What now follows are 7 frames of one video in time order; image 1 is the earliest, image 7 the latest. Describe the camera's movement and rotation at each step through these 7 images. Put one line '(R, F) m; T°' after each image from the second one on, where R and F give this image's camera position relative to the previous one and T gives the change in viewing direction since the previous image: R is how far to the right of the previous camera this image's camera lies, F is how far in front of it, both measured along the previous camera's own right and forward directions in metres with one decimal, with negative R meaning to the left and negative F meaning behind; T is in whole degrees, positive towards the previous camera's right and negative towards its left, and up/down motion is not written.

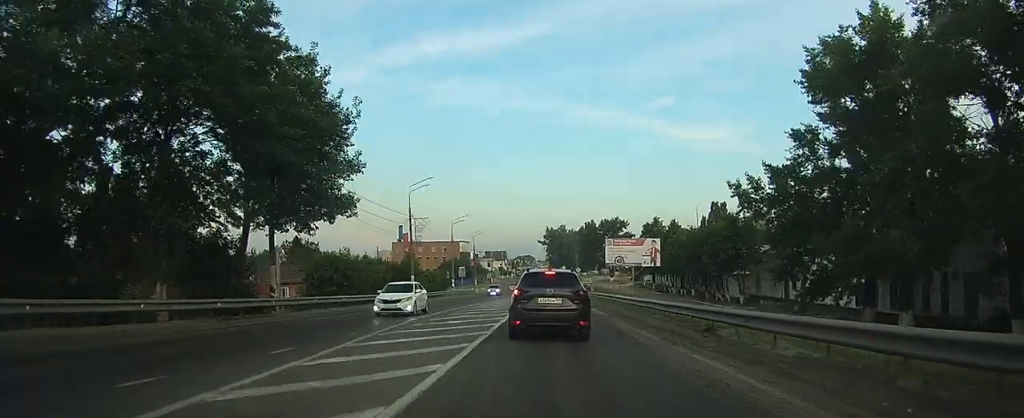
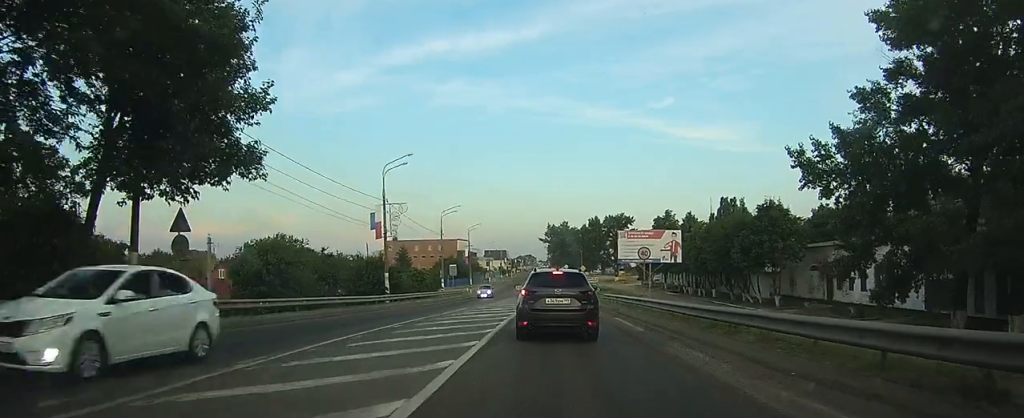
(0.0, +15.0) m; 0°
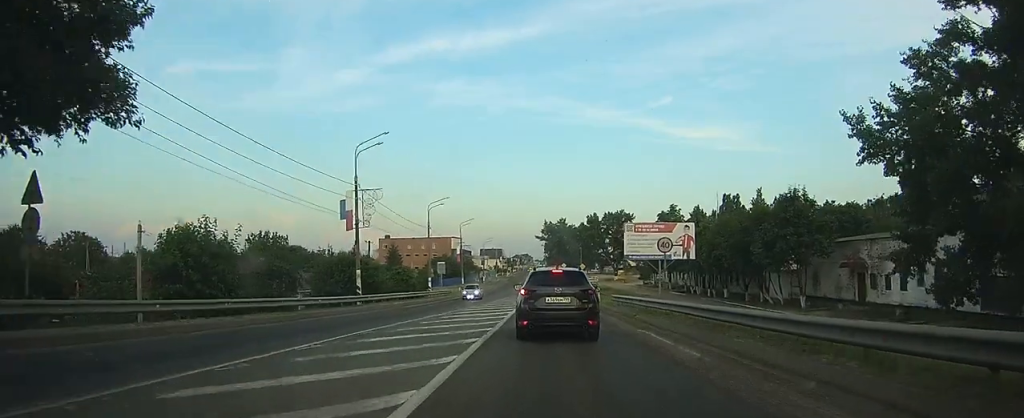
(0.0, +8.7) m; 0°
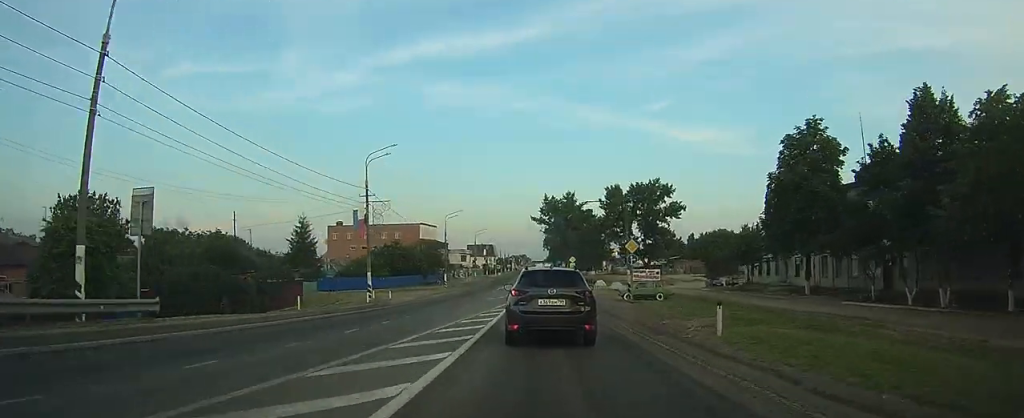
(+0.1, +27.6) m; 0°
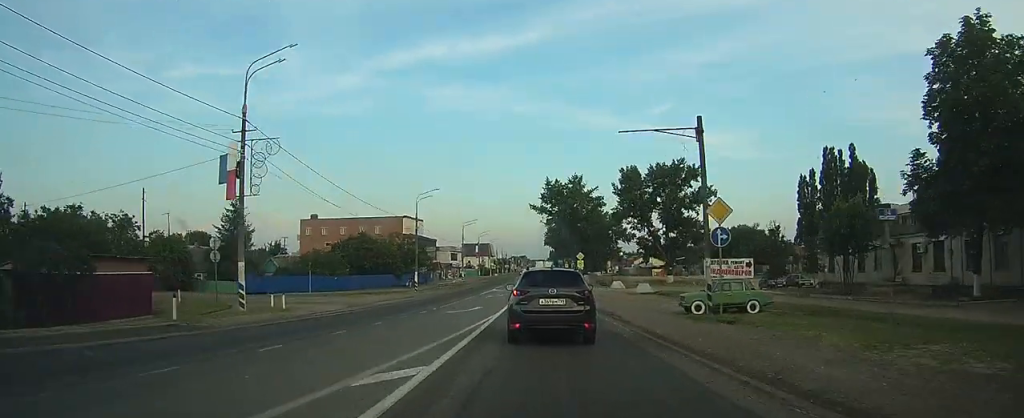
(+0.1, +20.4) m; 0°
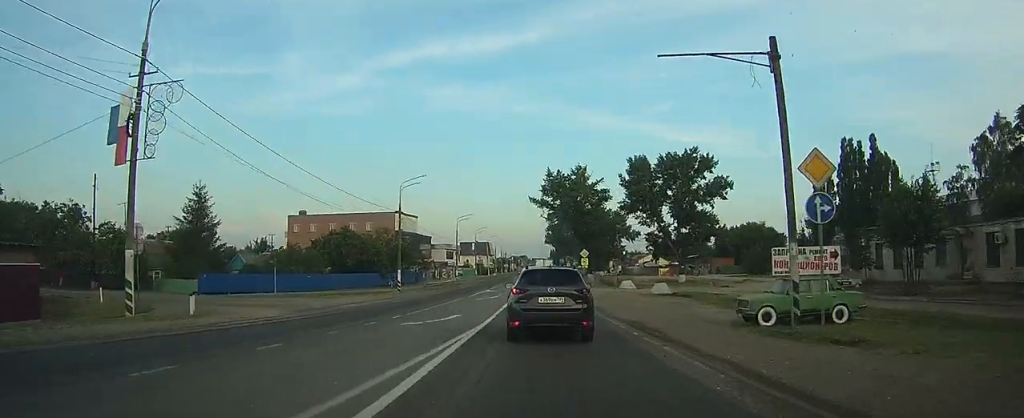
(0.0, +7.5) m; 0°
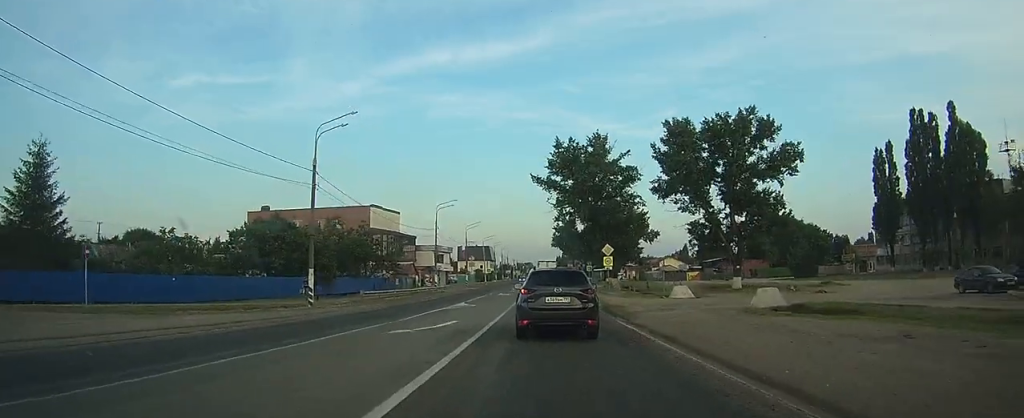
(-0.1, +21.5) m; 0°
